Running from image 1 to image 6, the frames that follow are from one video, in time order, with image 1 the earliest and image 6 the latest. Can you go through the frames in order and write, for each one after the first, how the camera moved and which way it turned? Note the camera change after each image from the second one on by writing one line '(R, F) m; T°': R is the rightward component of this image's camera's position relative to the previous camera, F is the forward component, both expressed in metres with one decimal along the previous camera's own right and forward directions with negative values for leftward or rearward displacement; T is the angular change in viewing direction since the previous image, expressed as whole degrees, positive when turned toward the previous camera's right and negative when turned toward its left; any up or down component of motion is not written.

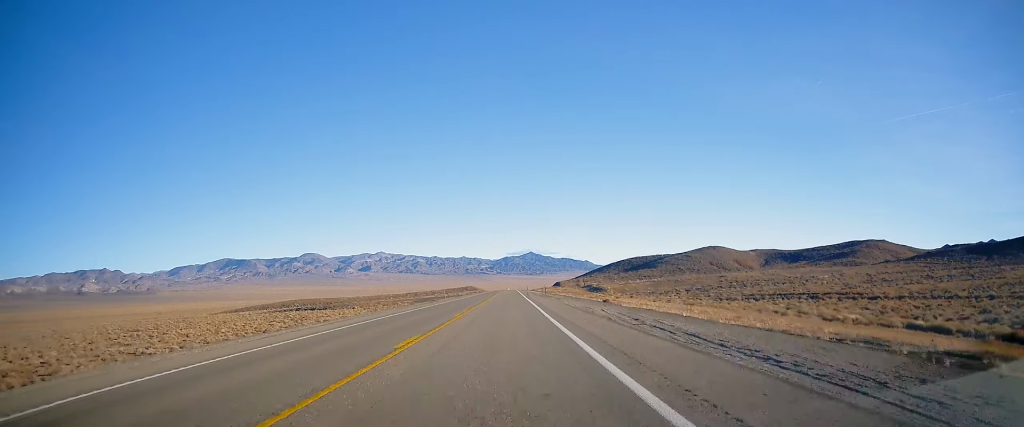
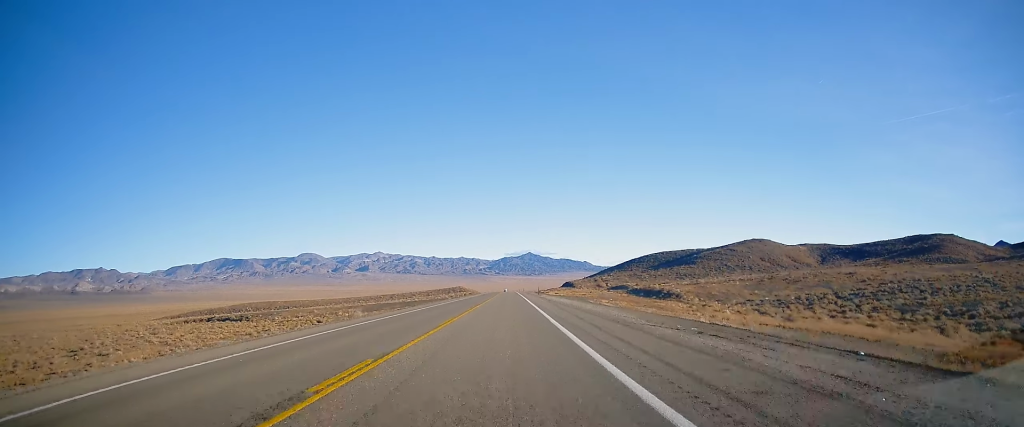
(+0.5, +78.4) m; 0°
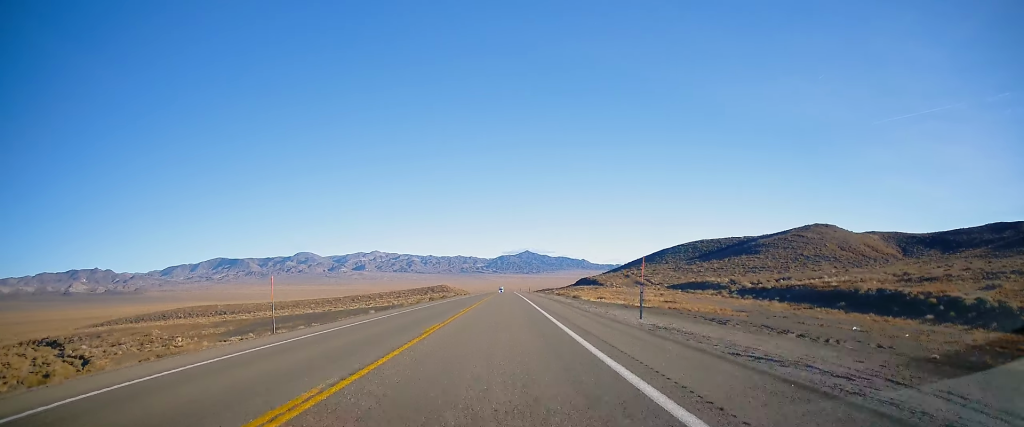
(-0.5, +76.7) m; 0°
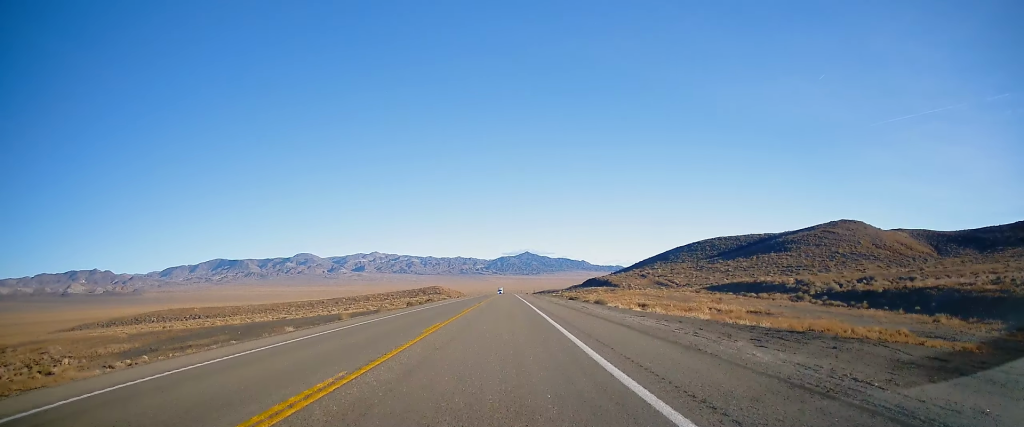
(0.0, +23.7) m; 0°
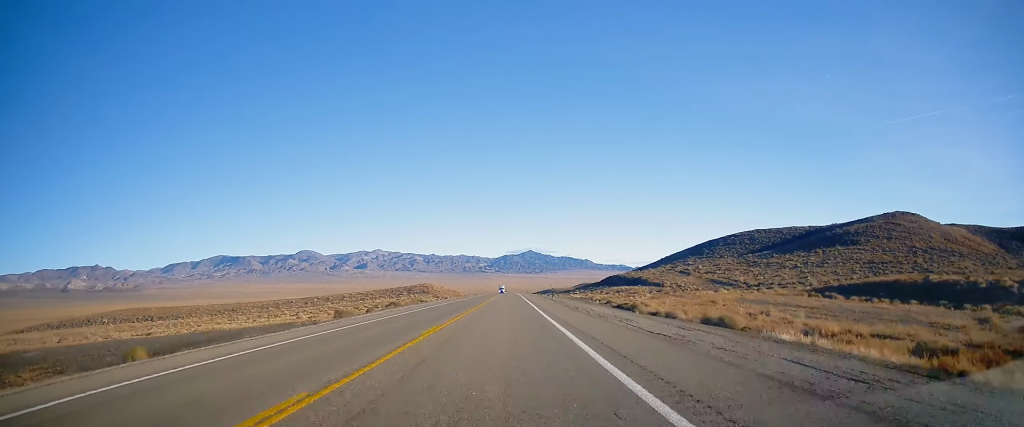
(+0.1, +37.2) m; +1°
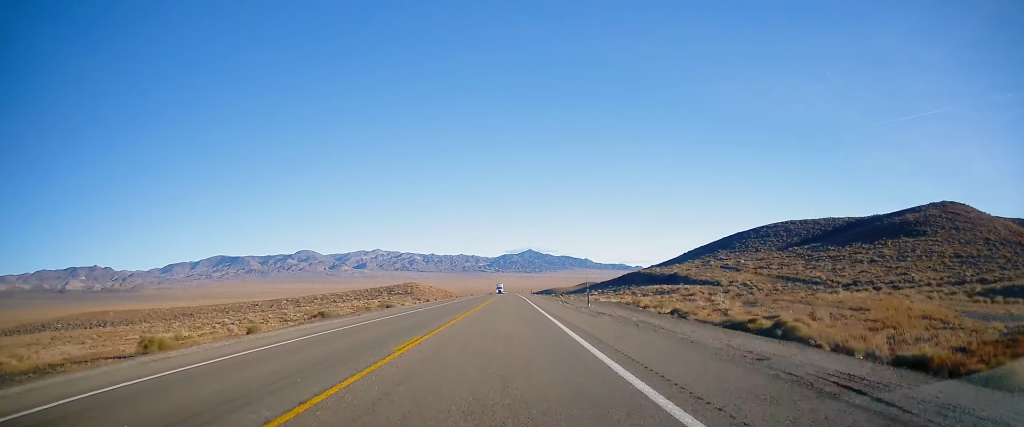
(+0.2, +27.8) m; 0°
